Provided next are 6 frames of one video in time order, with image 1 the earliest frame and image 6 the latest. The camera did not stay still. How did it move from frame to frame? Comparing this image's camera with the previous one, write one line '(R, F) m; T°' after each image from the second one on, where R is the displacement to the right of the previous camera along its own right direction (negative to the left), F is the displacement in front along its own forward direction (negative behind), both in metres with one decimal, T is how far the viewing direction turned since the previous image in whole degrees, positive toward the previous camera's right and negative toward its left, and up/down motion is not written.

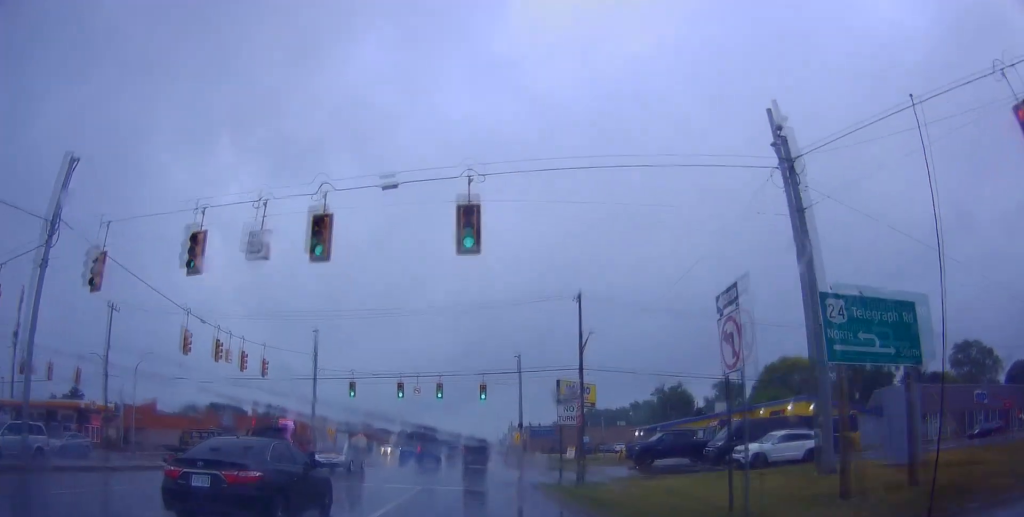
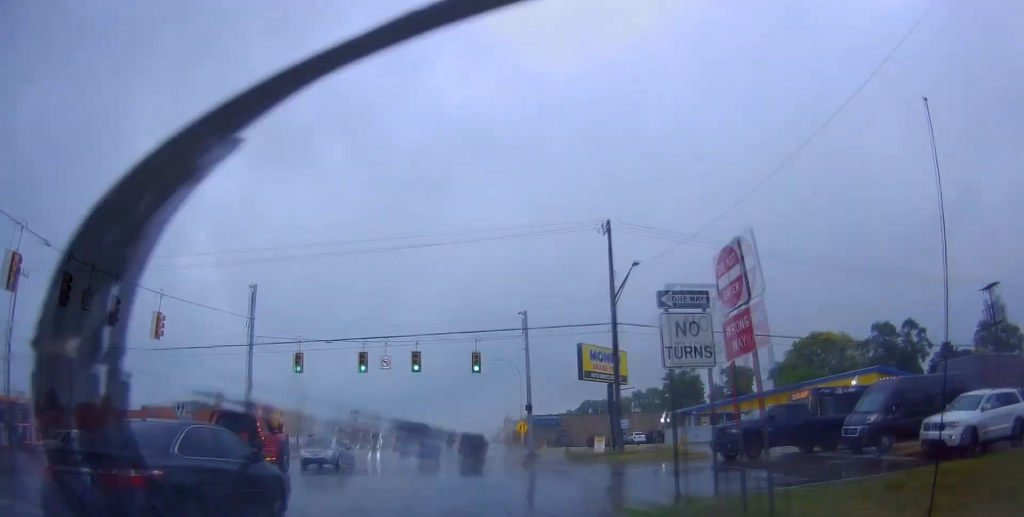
(-0.3, +14.4) m; -1°
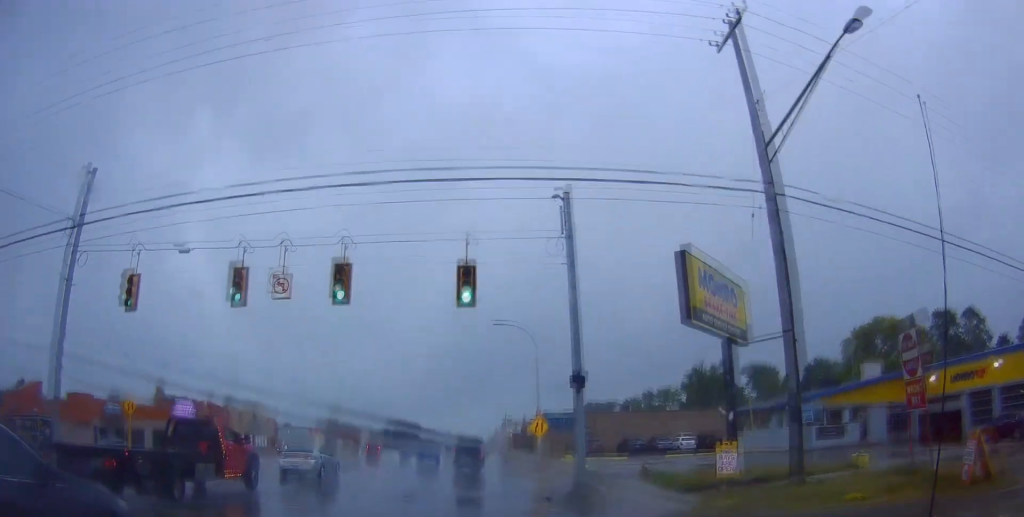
(-0.1, +19.7) m; 0°
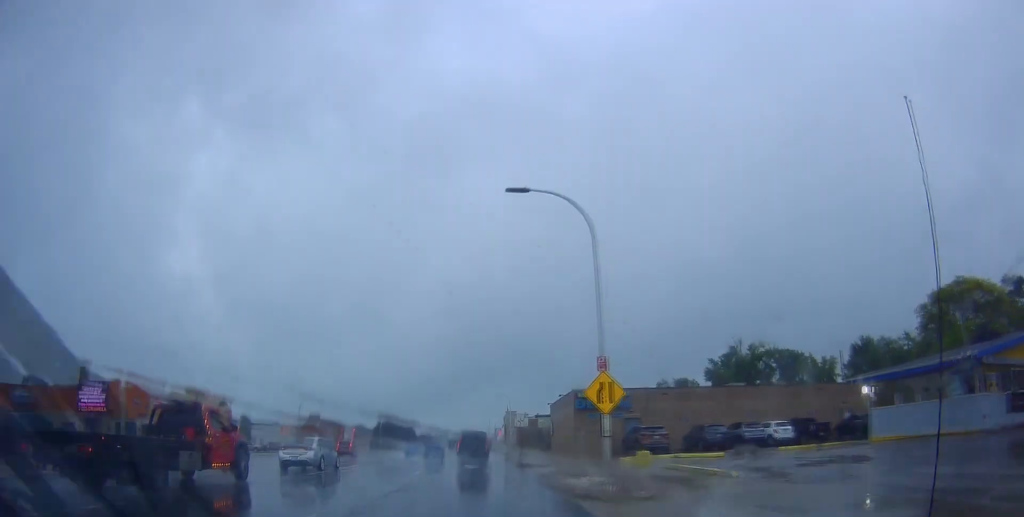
(+0.1, +21.0) m; +1°
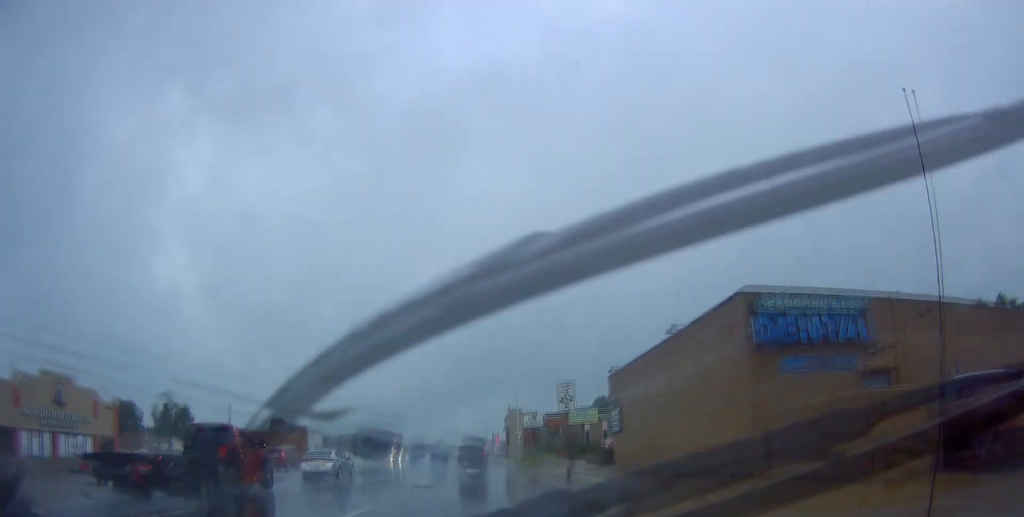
(-0.4, +29.9) m; -2°
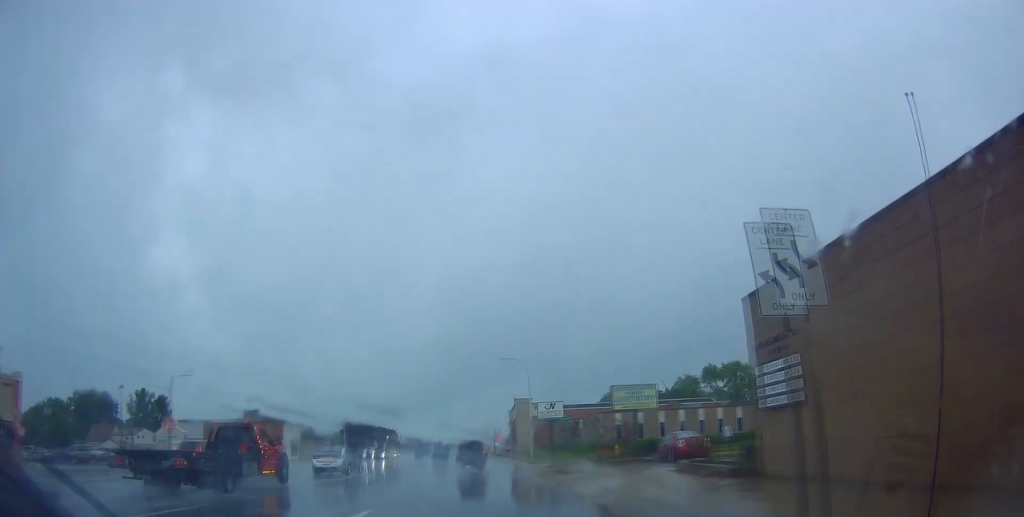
(+0.3, +15.3) m; +2°
